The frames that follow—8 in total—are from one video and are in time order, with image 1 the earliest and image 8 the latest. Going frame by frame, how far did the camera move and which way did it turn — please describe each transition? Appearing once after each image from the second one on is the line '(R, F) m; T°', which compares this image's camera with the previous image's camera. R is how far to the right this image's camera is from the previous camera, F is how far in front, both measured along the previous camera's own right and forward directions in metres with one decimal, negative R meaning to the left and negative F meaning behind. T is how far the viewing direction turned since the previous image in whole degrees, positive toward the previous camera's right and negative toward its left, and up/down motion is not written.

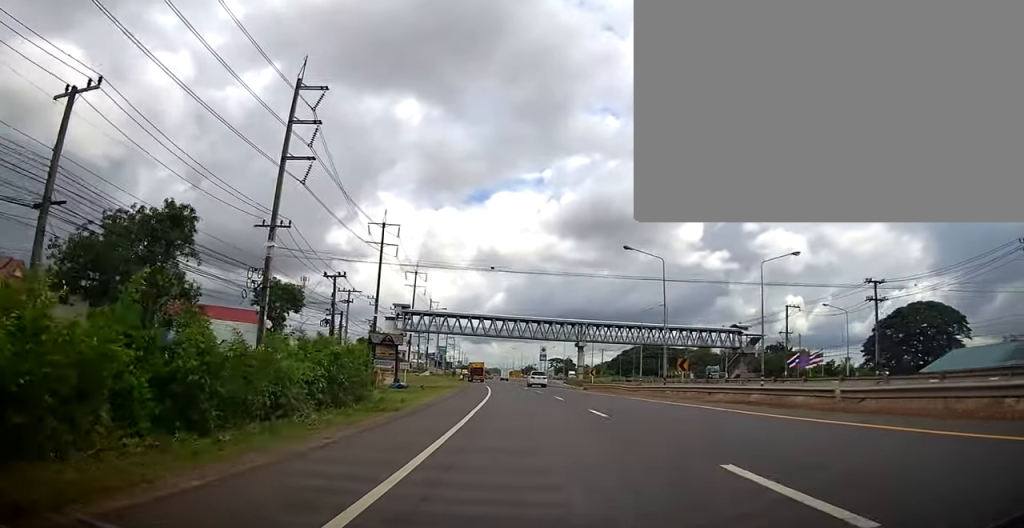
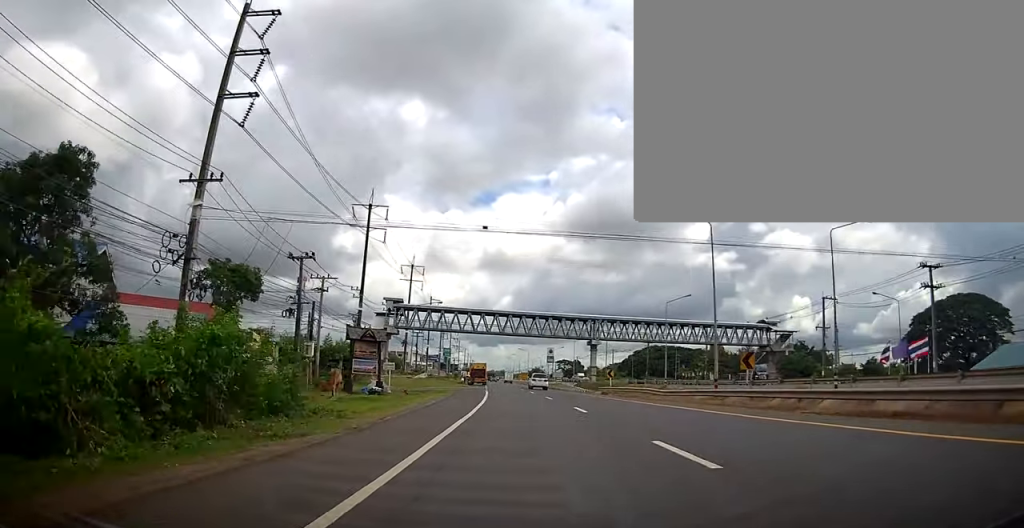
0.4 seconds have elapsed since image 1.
(-0.3, +9.2) m; -1°
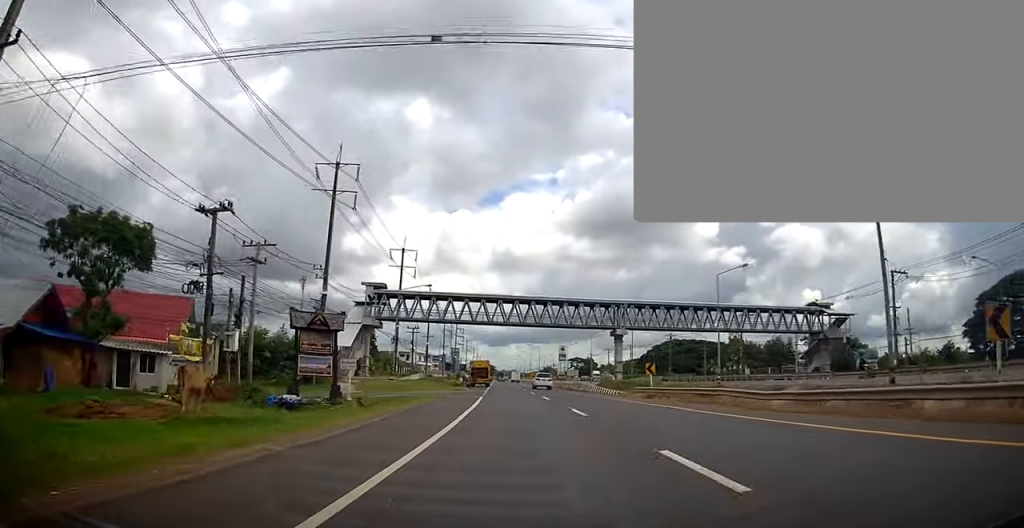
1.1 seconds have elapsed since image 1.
(-0.2, +13.8) m; -1°
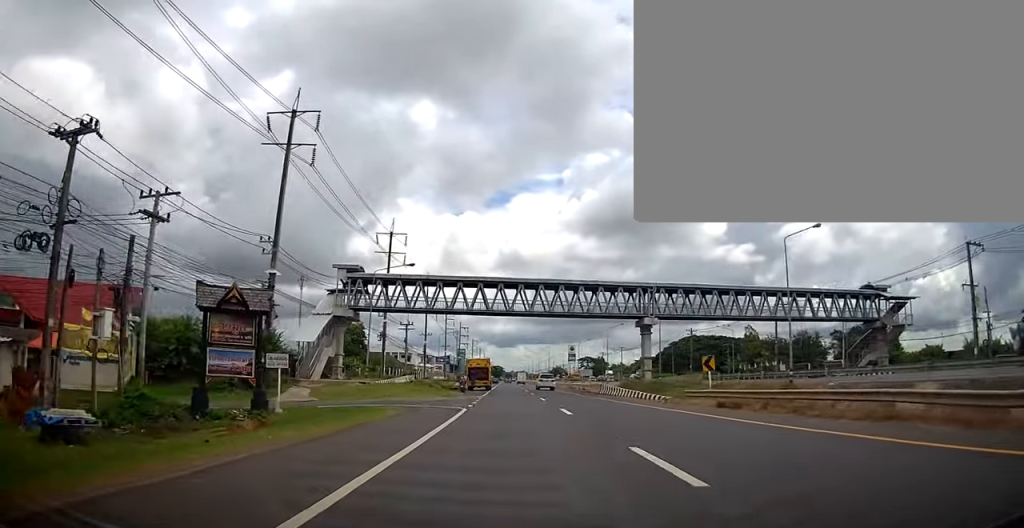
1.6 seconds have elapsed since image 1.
(0.0, +11.6) m; 0°
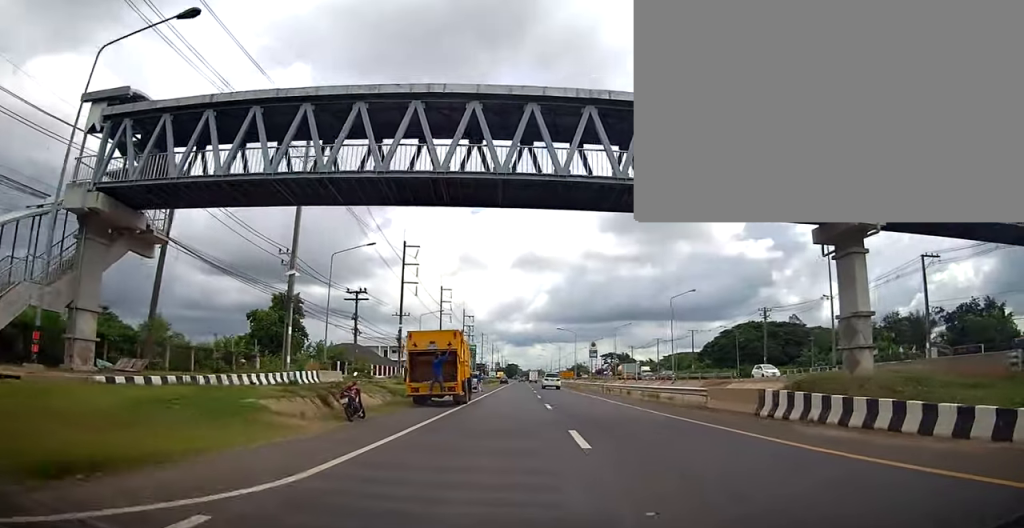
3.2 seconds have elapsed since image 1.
(-0.8, +33.8) m; -2°
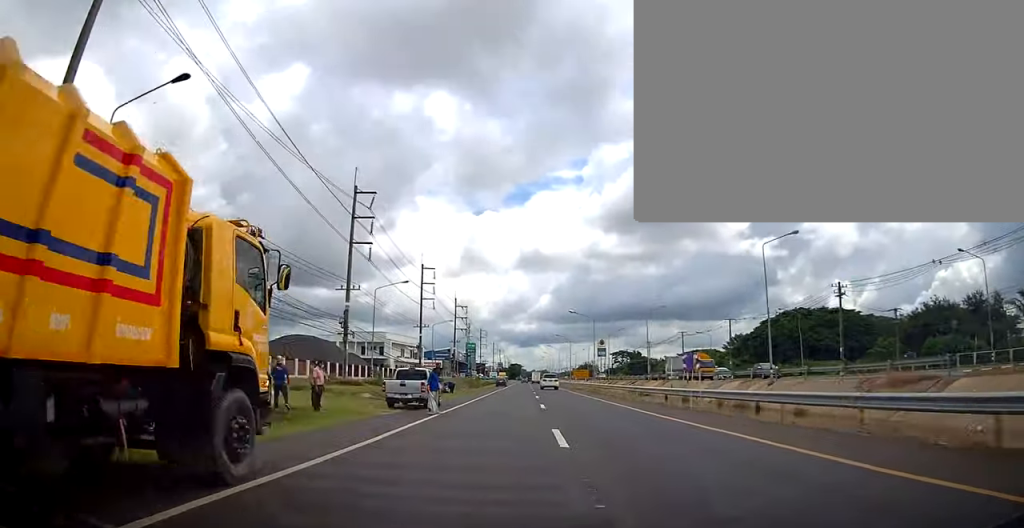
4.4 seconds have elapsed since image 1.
(+0.1, +24.4) m; 0°
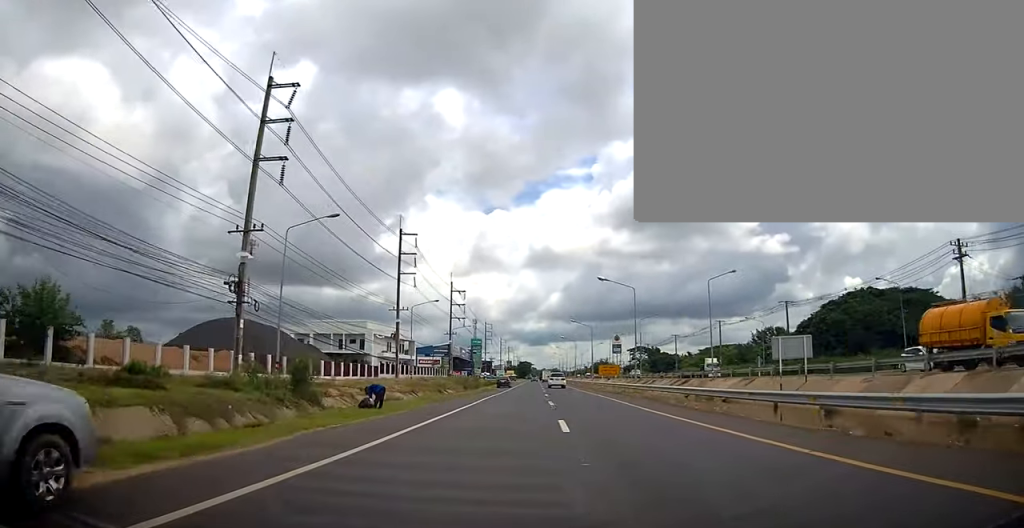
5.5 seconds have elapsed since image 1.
(-0.2, +22.4) m; -2°
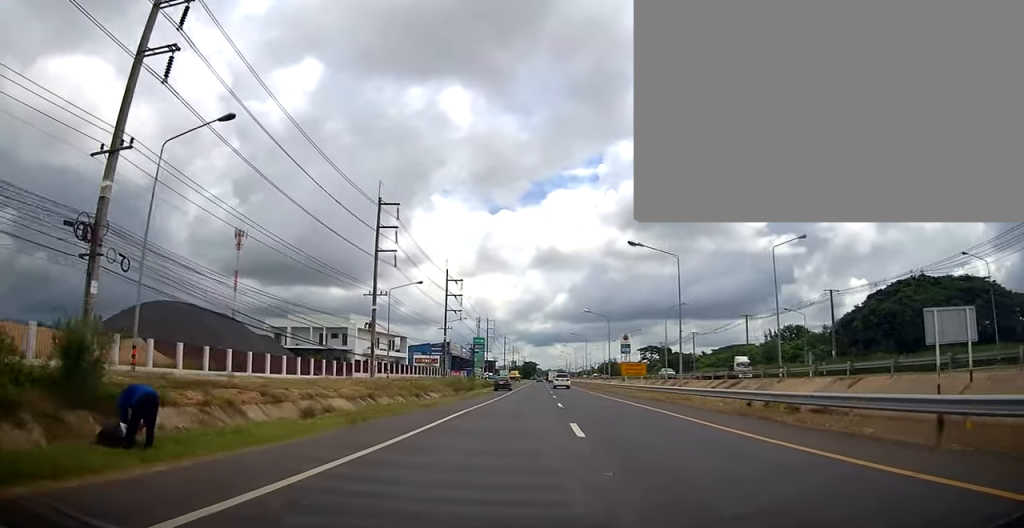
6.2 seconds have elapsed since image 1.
(-0.2, +13.2) m; -1°
